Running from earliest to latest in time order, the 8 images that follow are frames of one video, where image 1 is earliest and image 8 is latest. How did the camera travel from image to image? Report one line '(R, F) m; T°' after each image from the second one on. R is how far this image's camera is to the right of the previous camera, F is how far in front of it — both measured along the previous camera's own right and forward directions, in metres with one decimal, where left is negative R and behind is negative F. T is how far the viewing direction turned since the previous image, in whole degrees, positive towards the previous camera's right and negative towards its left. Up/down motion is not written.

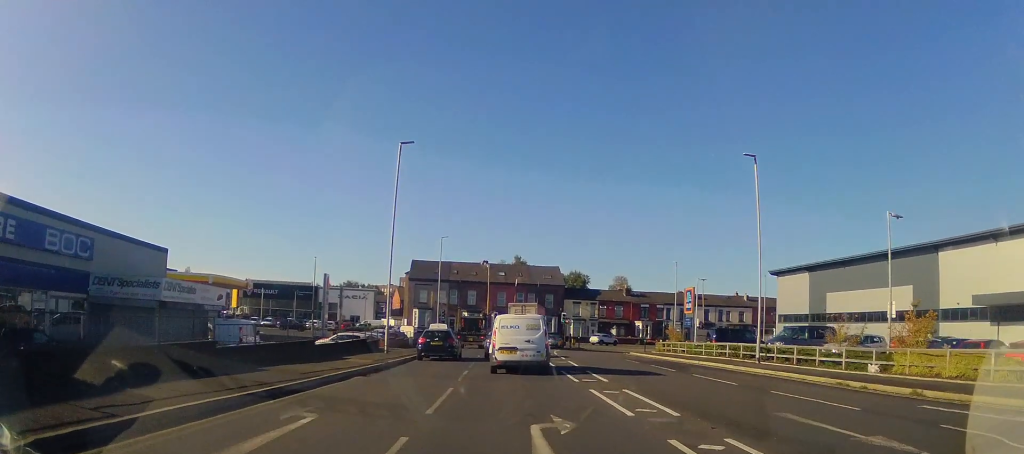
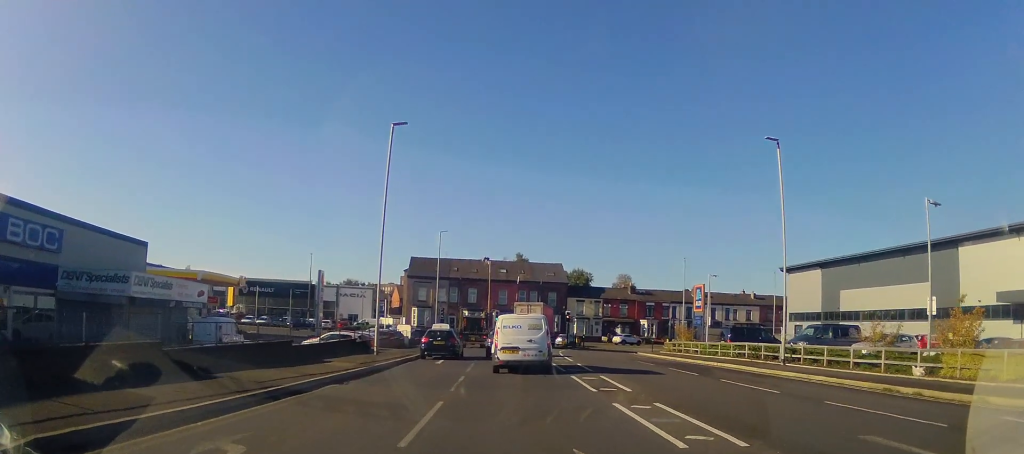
(+0.2, +2.3) m; -1°
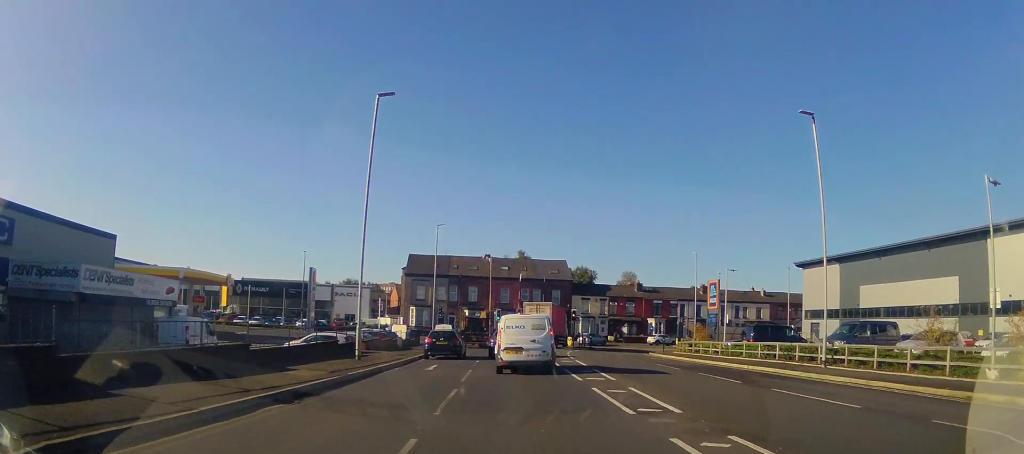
(-0.1, +3.1) m; 0°
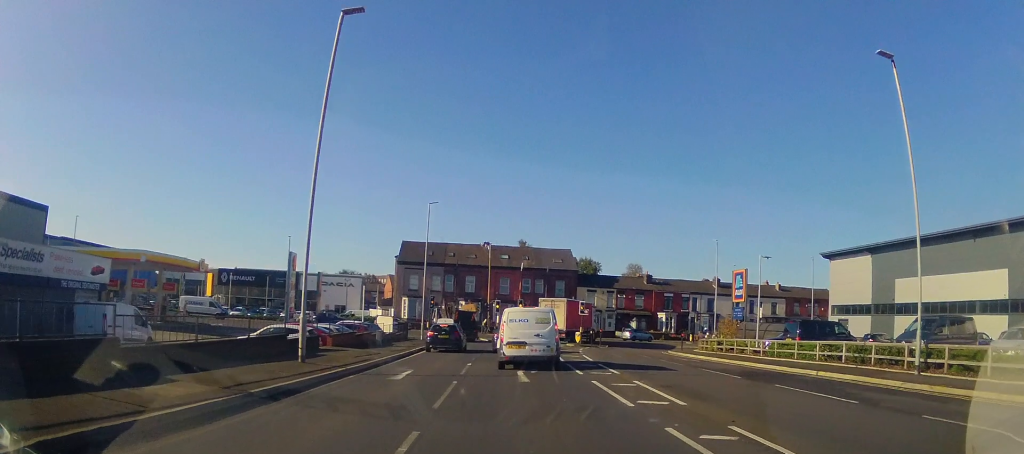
(-0.1, +5.6) m; +3°
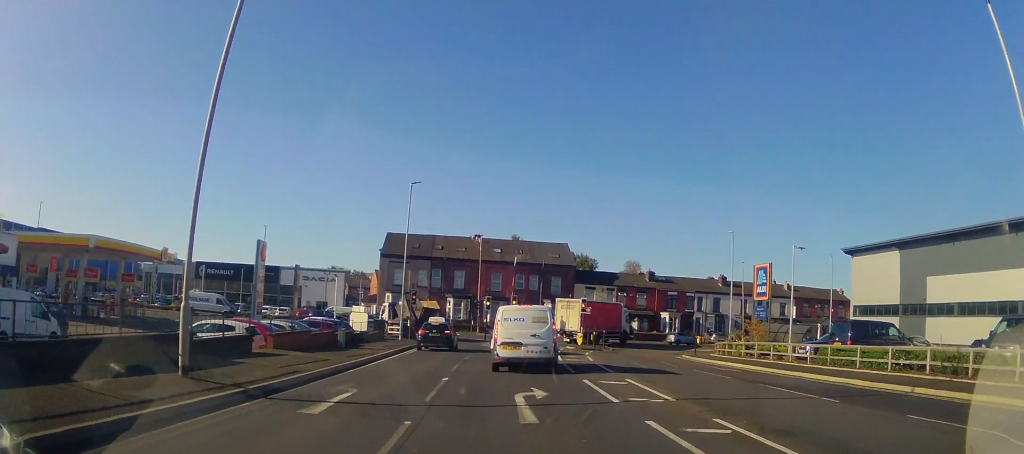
(+0.4, +5.4) m; +3°
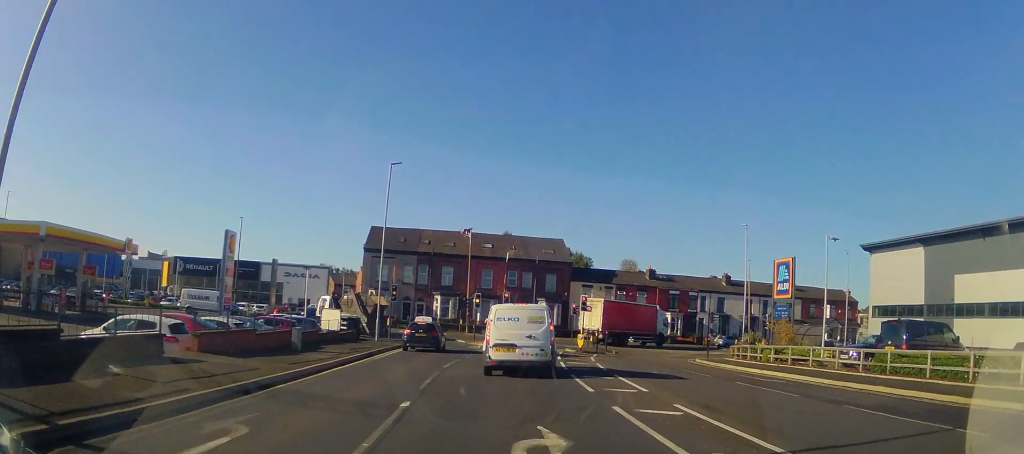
(0.0, +4.7) m; -2°
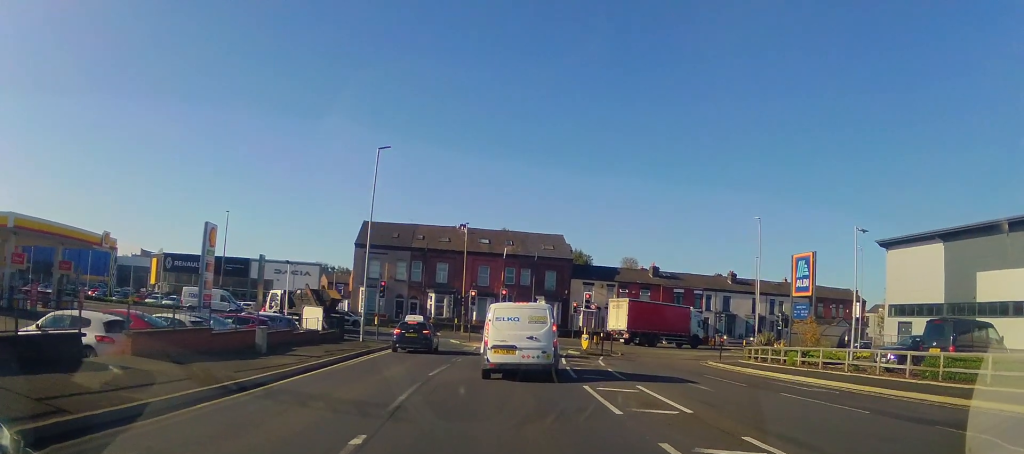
(-0.1, +3.2) m; -3°
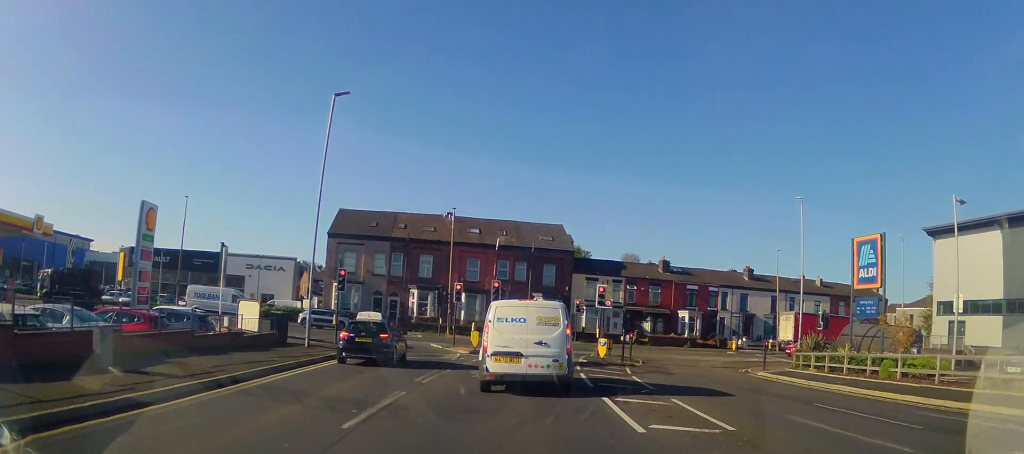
(+0.1, +8.6) m; +6°
